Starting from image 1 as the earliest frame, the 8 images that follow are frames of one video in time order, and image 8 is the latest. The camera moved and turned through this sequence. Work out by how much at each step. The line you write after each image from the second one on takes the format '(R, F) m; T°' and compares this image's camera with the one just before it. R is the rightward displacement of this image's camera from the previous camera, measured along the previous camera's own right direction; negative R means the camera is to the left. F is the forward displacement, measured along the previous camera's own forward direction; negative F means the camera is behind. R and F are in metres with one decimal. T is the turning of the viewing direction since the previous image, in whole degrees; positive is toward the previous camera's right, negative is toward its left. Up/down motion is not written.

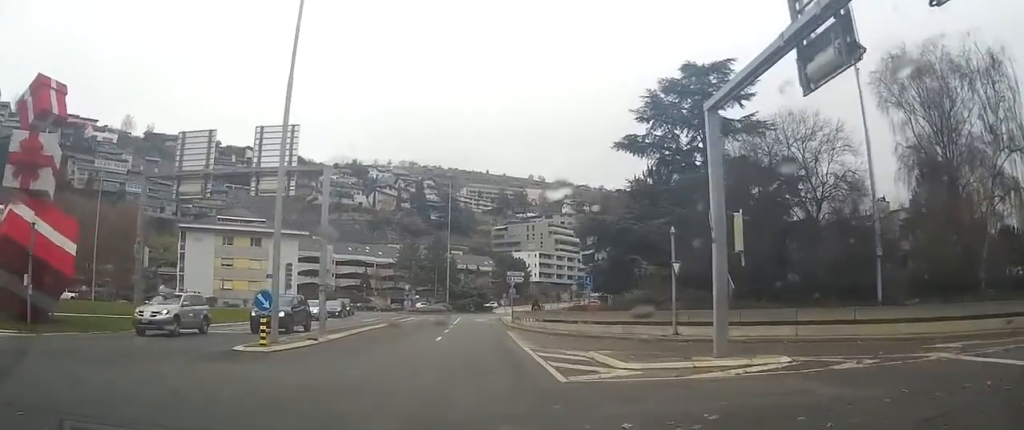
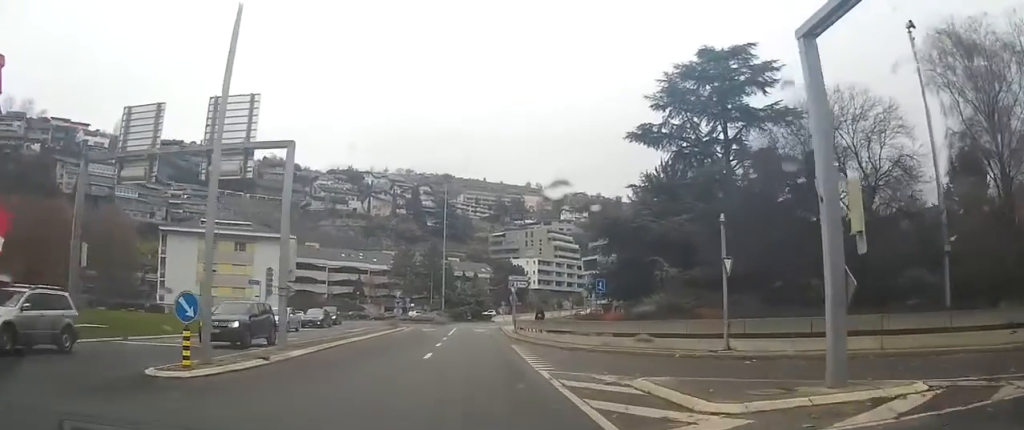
(-0.2, +4.5) m; +1°
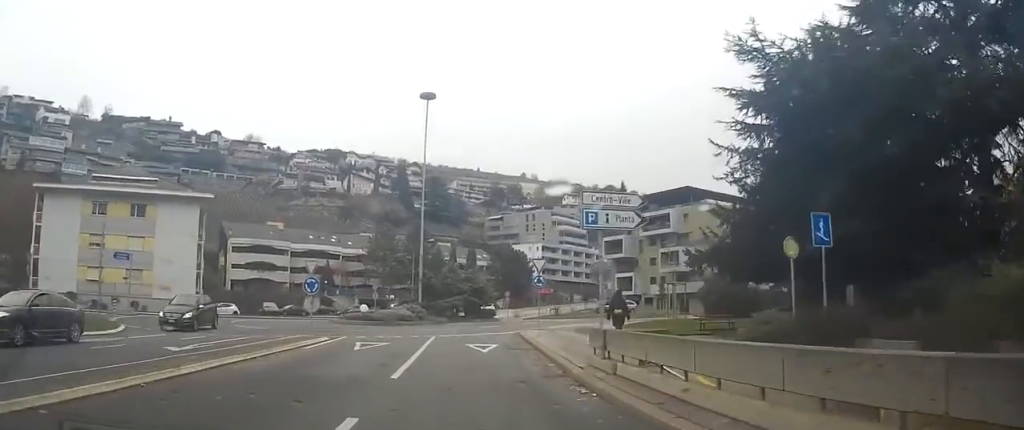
(+2.4, +26.5) m; +8°
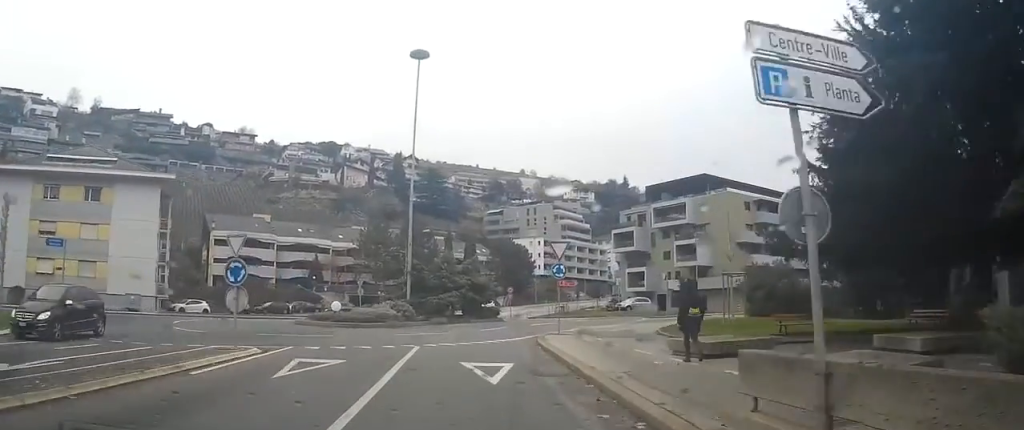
(+0.1, +8.2) m; +1°
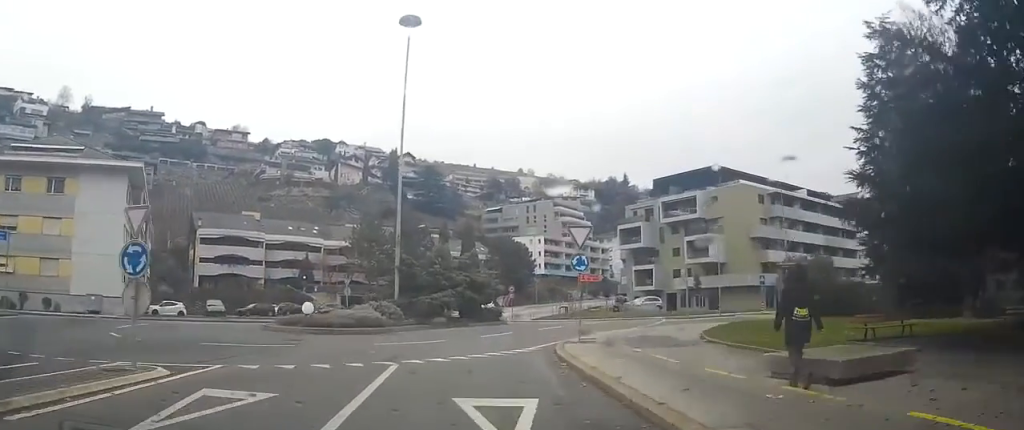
(+0.1, +5.5) m; 0°
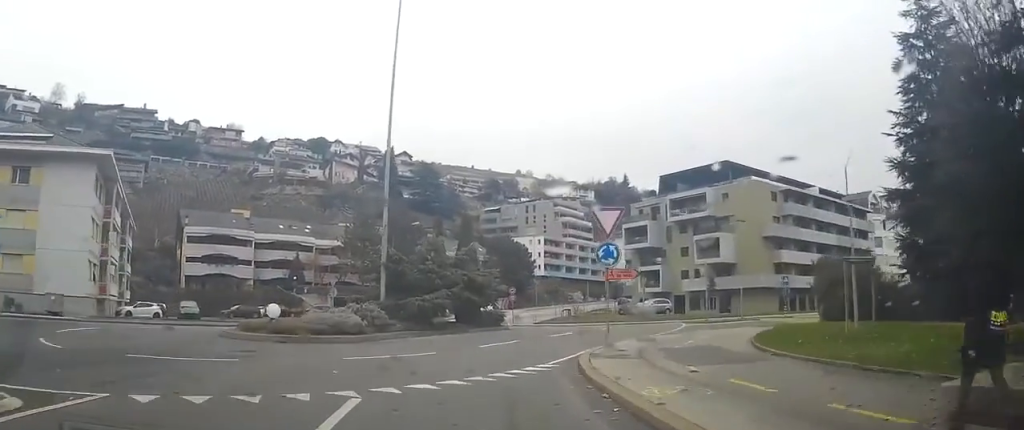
(0.0, +4.6) m; 0°
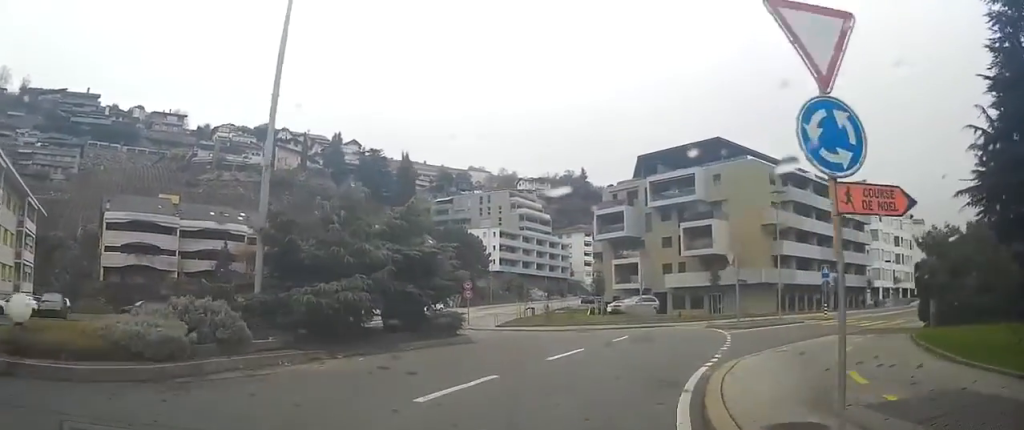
(+0.2, +12.4) m; +8°
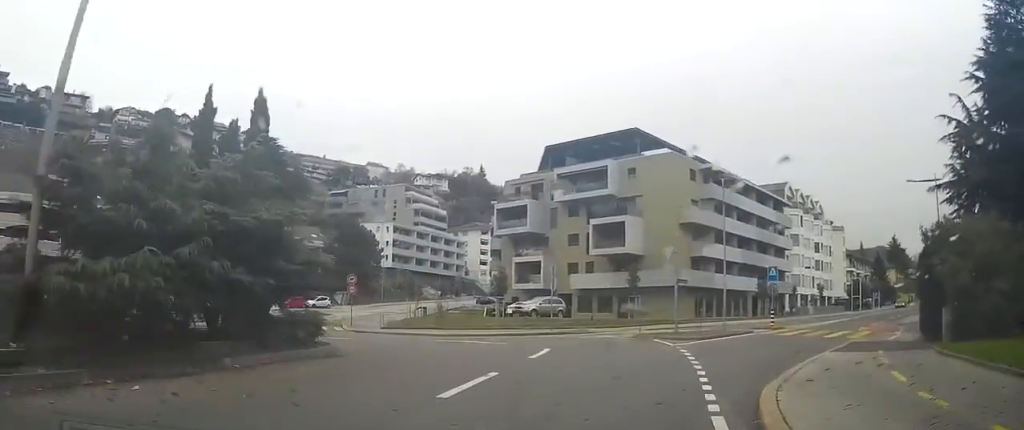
(+0.2, +6.3) m; +9°
